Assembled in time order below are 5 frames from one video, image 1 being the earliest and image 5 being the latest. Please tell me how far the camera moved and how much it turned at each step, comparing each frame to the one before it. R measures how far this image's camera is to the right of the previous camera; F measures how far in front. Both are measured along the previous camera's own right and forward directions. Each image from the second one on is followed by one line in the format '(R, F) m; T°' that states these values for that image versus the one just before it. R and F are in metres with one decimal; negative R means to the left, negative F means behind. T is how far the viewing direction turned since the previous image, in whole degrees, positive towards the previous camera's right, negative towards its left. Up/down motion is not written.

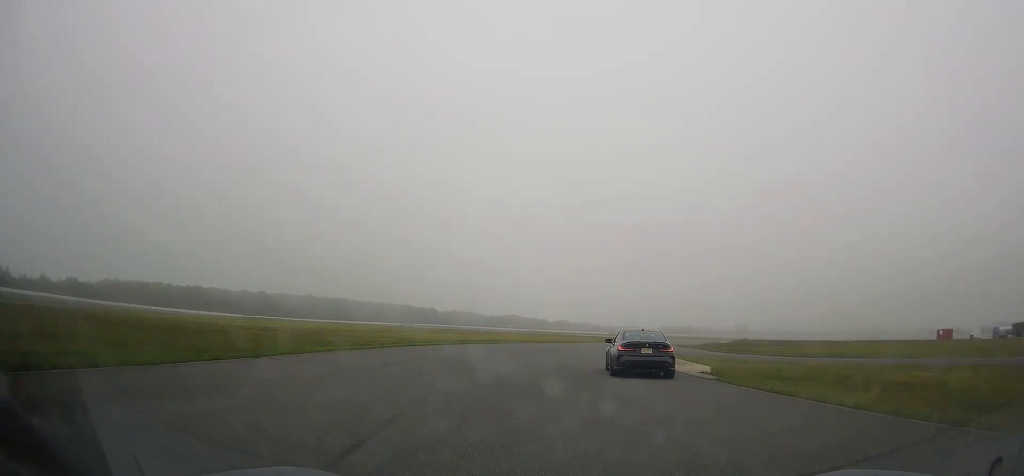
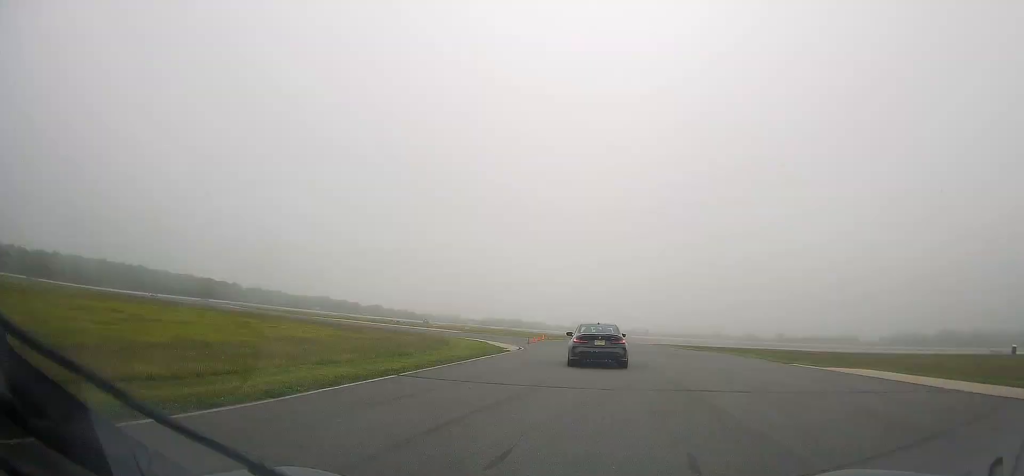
(+11.6, +83.7) m; +15°
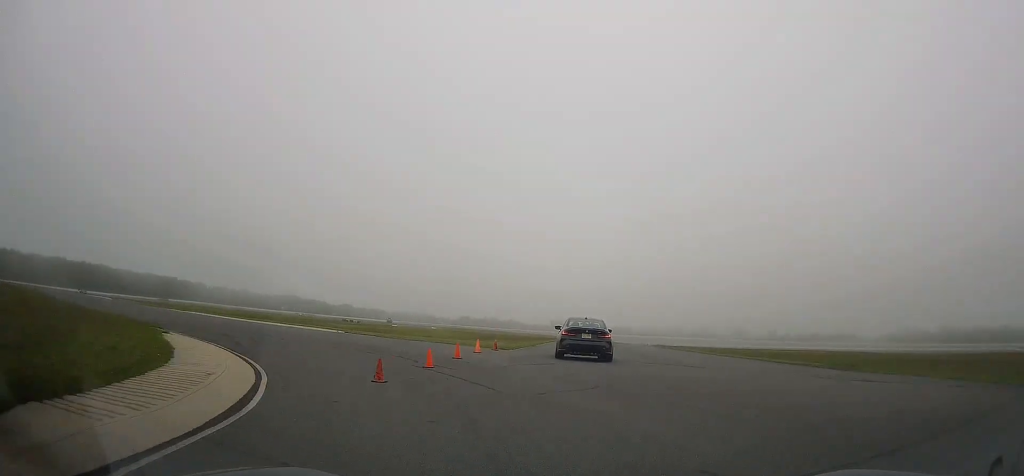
(+1.3, +32.3) m; +4°
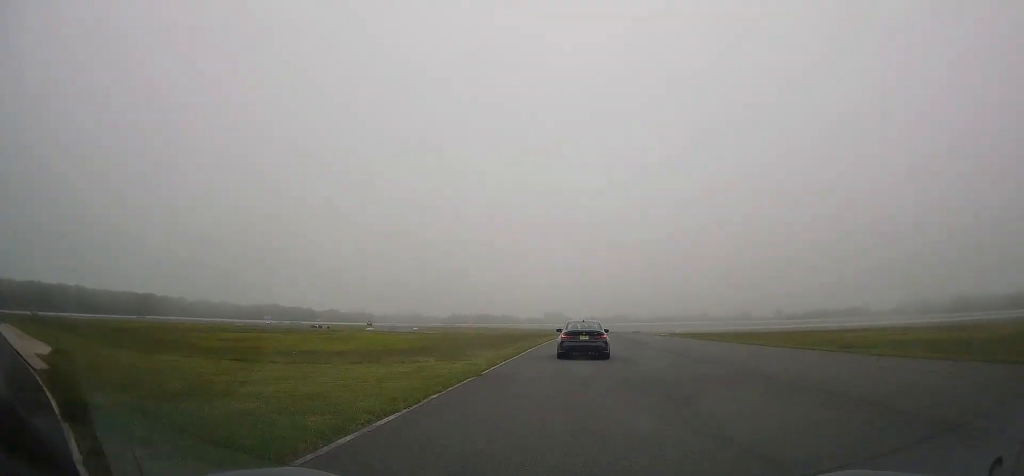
(+0.6, +23.7) m; +2°
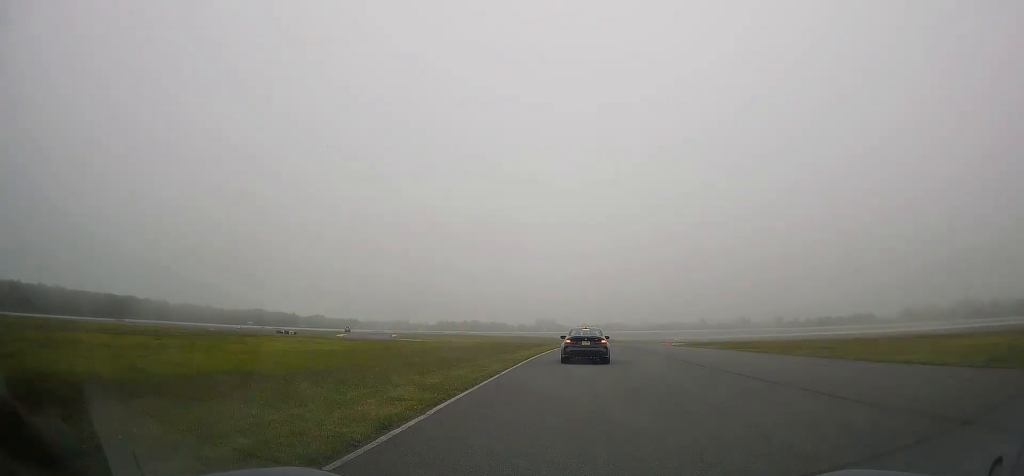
(+0.3, +19.0) m; +1°
